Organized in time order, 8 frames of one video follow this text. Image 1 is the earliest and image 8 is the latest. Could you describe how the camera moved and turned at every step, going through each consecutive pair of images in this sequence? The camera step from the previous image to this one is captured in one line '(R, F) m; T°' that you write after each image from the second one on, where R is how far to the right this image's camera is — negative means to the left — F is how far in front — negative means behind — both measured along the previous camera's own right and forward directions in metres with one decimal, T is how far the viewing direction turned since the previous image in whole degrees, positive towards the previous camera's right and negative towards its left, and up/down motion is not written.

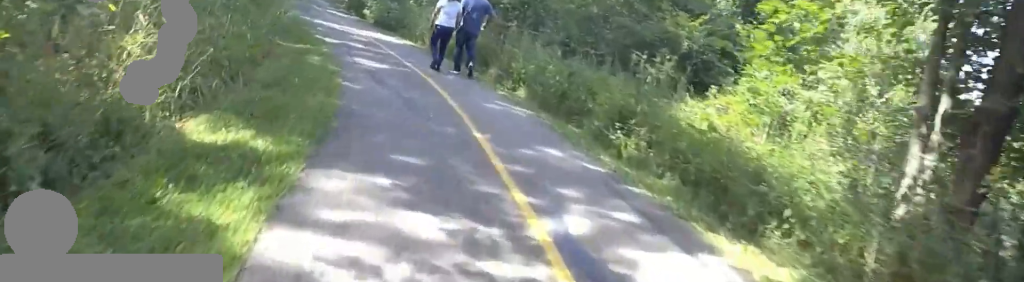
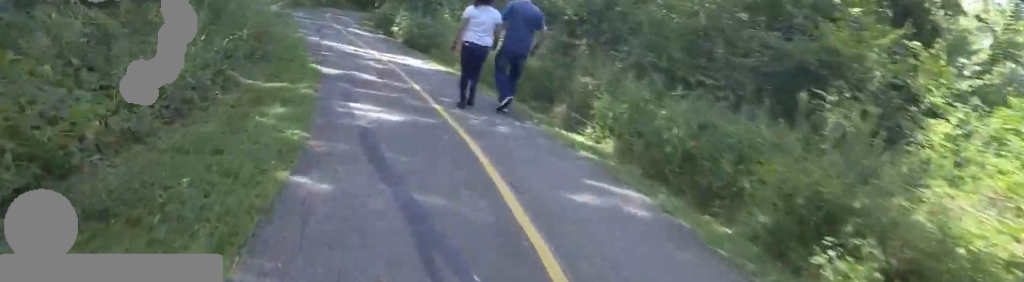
(-0.1, +3.4) m; -11°
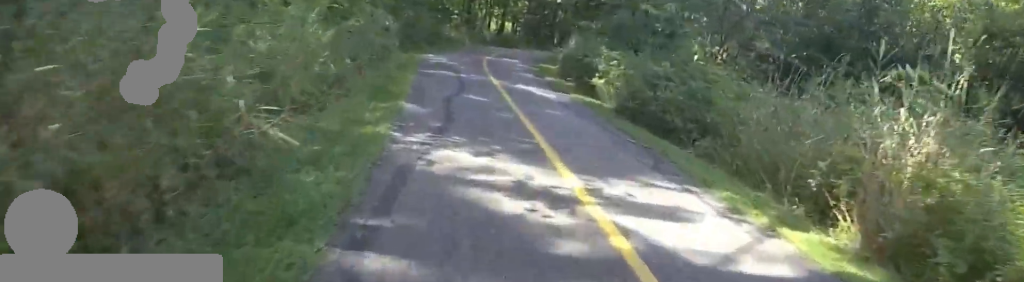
(-2.1, +8.0) m; -11°
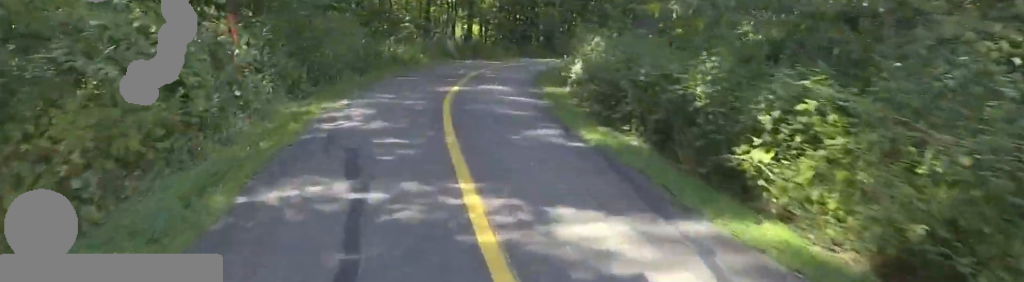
(+0.7, +7.3) m; +5°
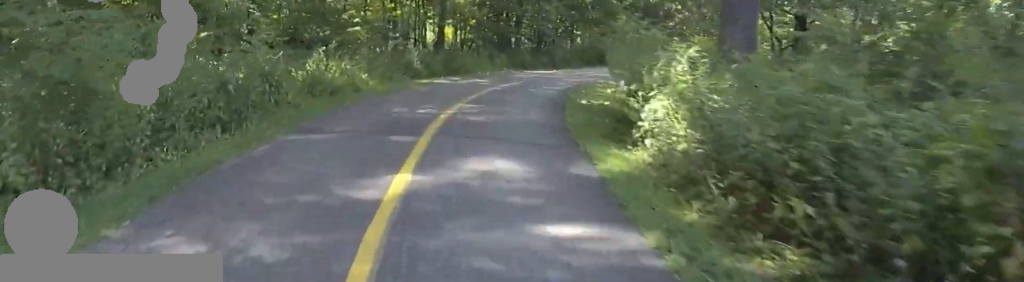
(-0.4, +5.6) m; +1°
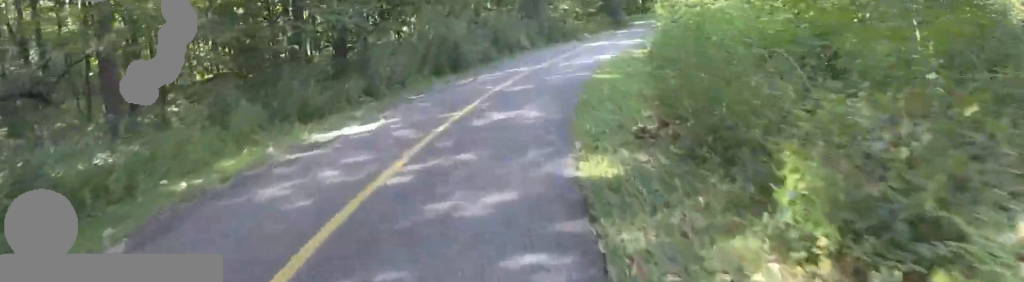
(+2.6, +10.8) m; +23°
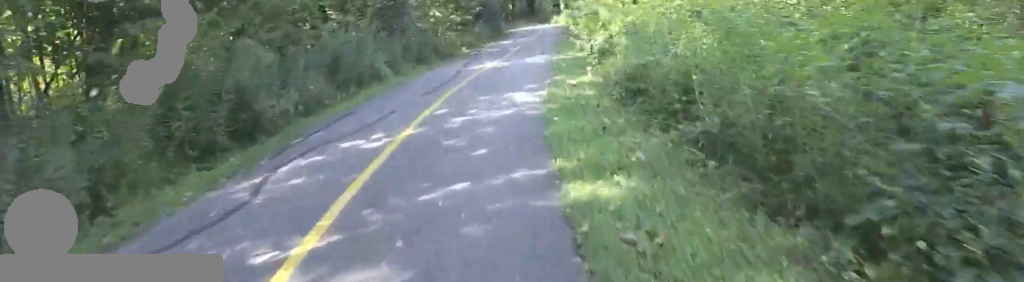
(+0.3, +7.1) m; +2°
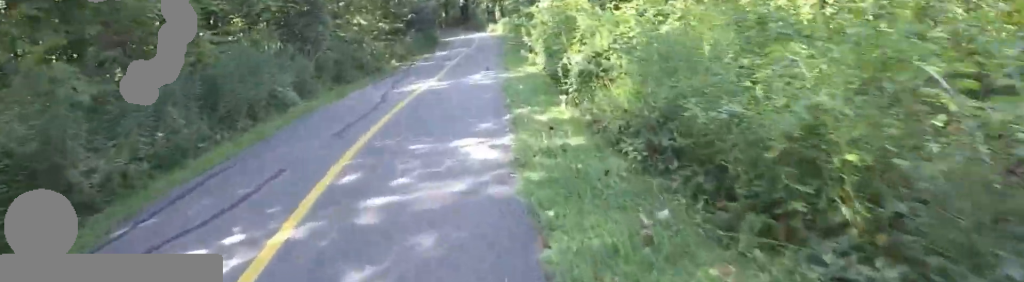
(0.0, +3.1) m; +2°
